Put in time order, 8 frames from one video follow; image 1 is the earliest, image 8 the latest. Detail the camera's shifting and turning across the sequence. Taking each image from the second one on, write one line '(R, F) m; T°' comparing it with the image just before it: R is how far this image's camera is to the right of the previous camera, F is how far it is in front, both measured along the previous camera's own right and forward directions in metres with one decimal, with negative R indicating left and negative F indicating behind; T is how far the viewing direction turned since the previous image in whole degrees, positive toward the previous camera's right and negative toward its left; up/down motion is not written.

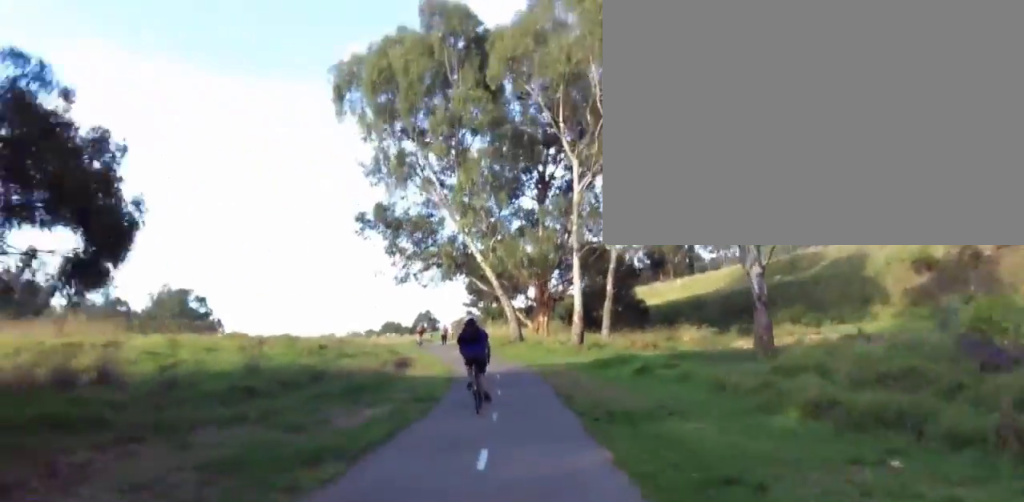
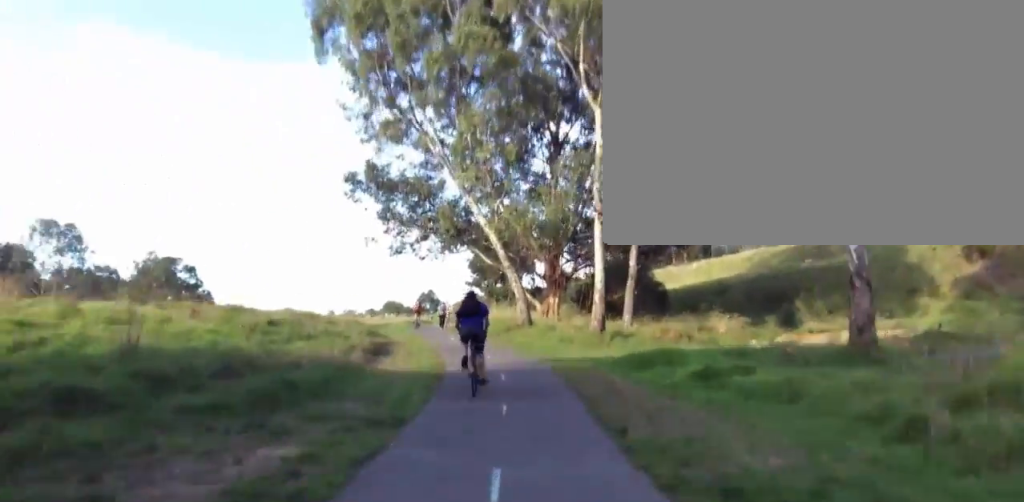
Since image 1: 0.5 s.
(0.0, +4.8) m; 0°
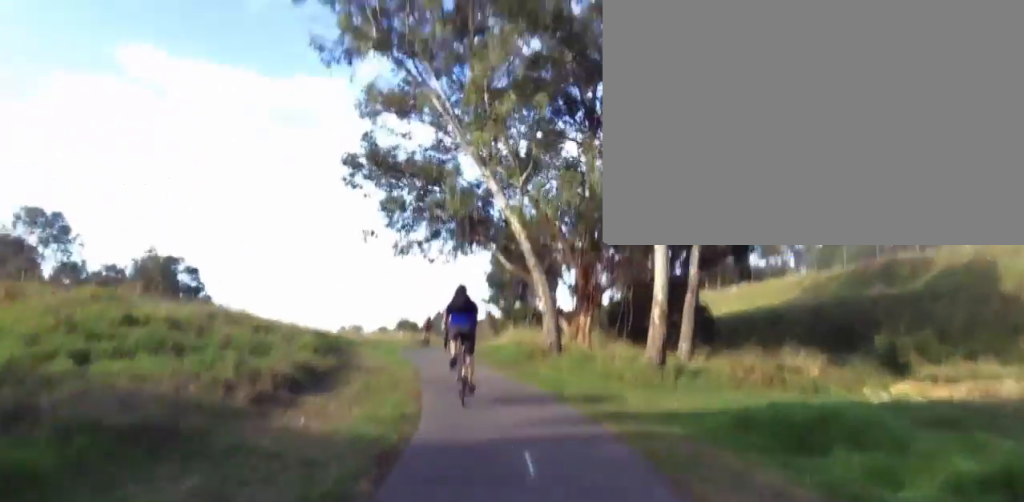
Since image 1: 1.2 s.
(0.0, +6.2) m; -8°
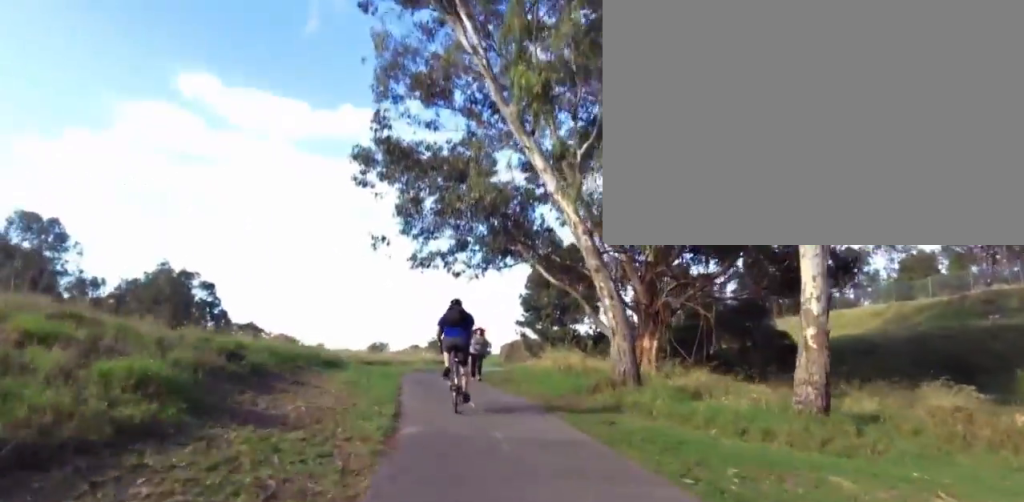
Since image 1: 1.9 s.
(-0.3, +5.7) m; -8°
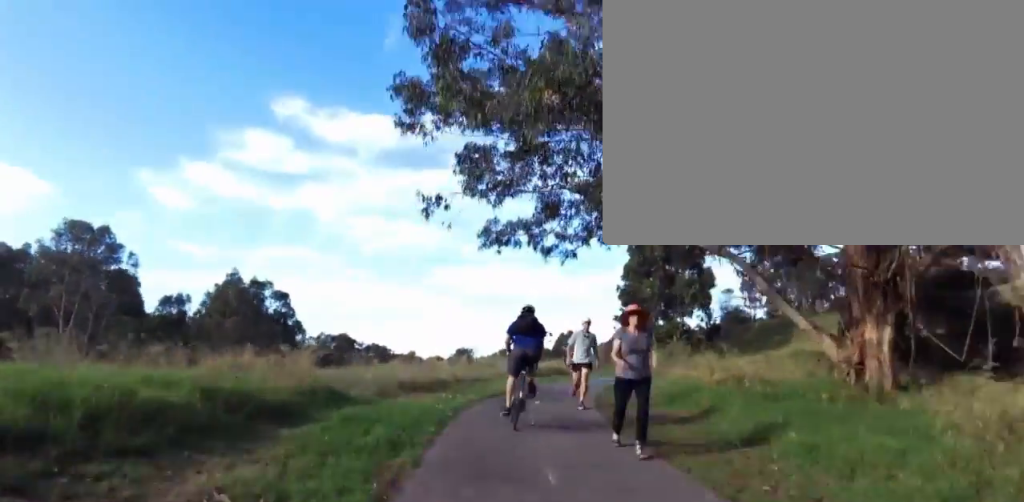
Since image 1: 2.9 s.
(-1.2, +8.1) m; -3°
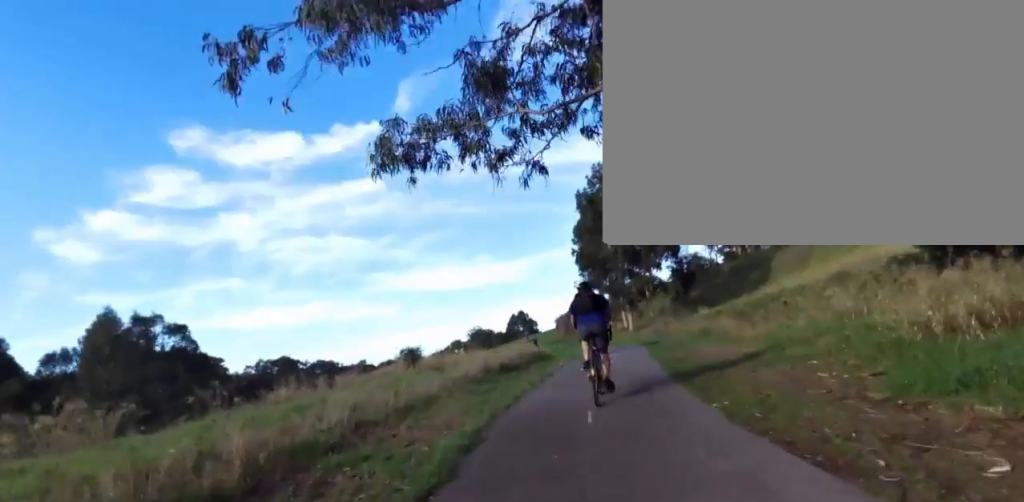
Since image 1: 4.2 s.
(+1.3, +9.2) m; +12°
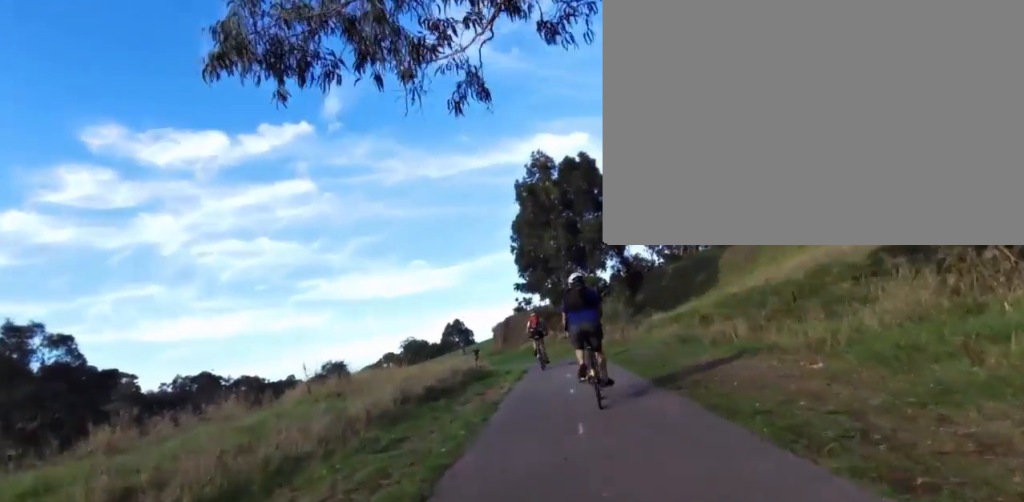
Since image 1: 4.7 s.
(+0.4, +4.1) m; +3°
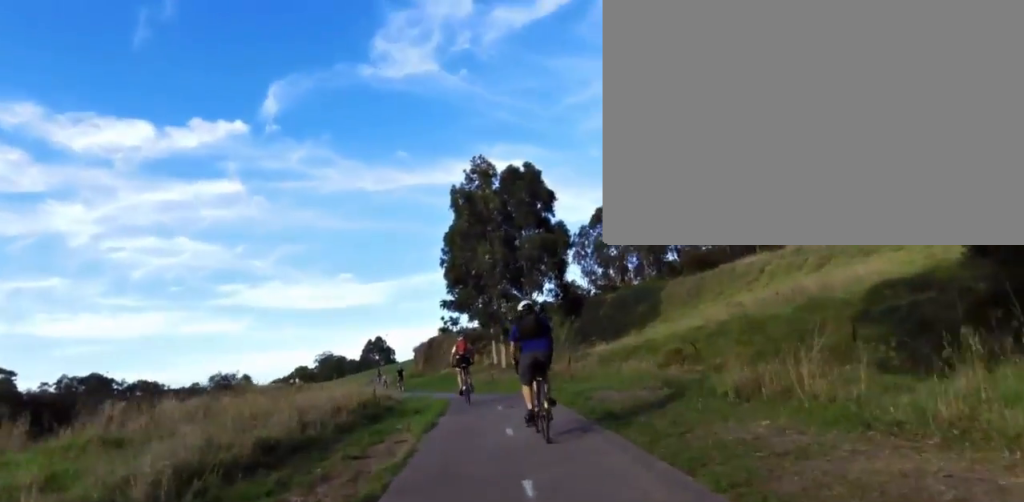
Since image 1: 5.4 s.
(-0.6, +4.9) m; +2°
